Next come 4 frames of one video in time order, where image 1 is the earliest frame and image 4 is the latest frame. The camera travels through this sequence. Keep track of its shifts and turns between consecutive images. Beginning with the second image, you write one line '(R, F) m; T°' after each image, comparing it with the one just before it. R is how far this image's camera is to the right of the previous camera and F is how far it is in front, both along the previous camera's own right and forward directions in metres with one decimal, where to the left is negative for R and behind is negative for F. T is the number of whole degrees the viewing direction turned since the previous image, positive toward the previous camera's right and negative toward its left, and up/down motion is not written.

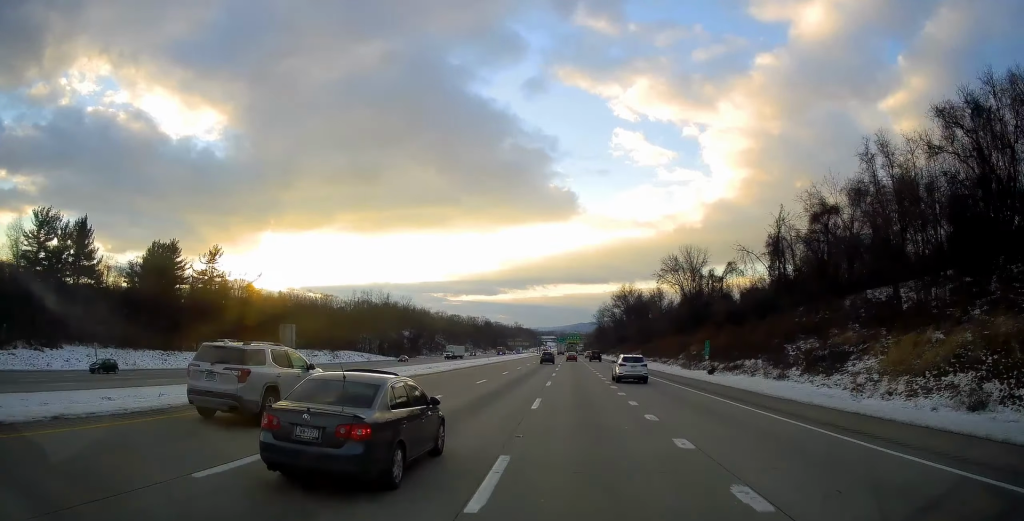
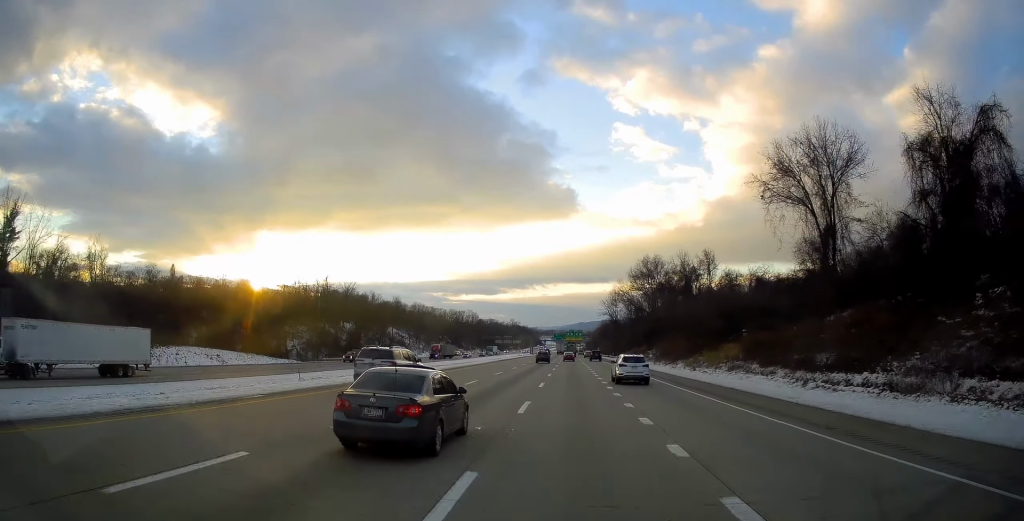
(0.0, +73.8) m; 0°
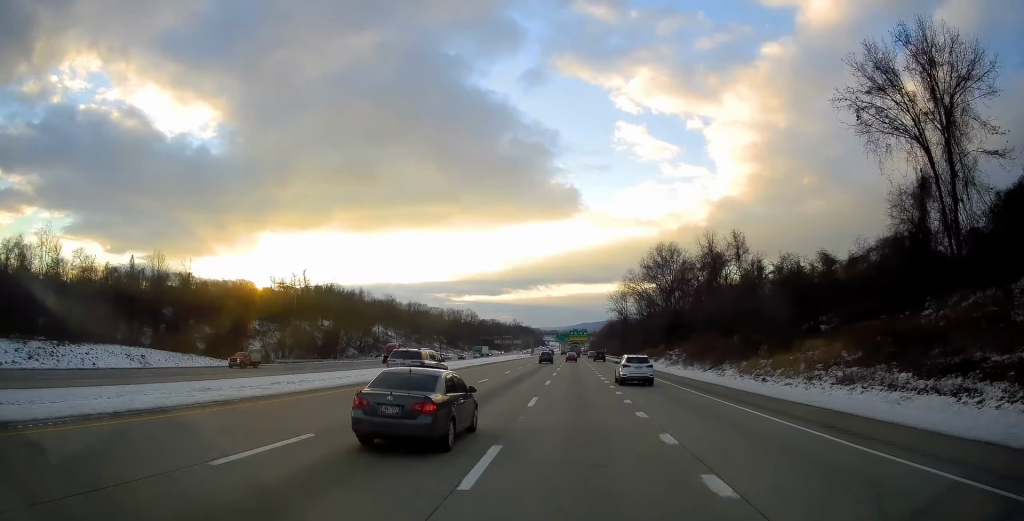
(0.0, +21.5) m; +1°
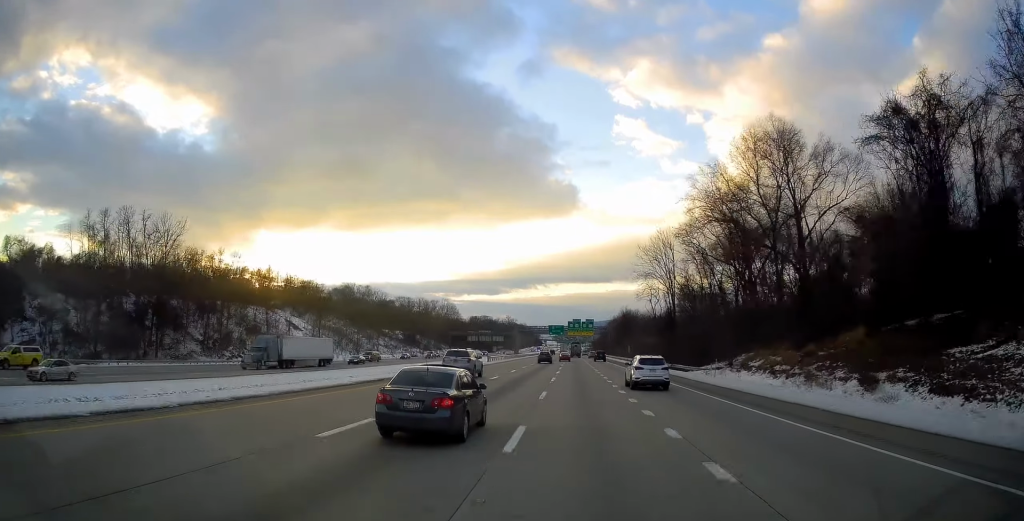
(-1.3, +81.5) m; -1°
